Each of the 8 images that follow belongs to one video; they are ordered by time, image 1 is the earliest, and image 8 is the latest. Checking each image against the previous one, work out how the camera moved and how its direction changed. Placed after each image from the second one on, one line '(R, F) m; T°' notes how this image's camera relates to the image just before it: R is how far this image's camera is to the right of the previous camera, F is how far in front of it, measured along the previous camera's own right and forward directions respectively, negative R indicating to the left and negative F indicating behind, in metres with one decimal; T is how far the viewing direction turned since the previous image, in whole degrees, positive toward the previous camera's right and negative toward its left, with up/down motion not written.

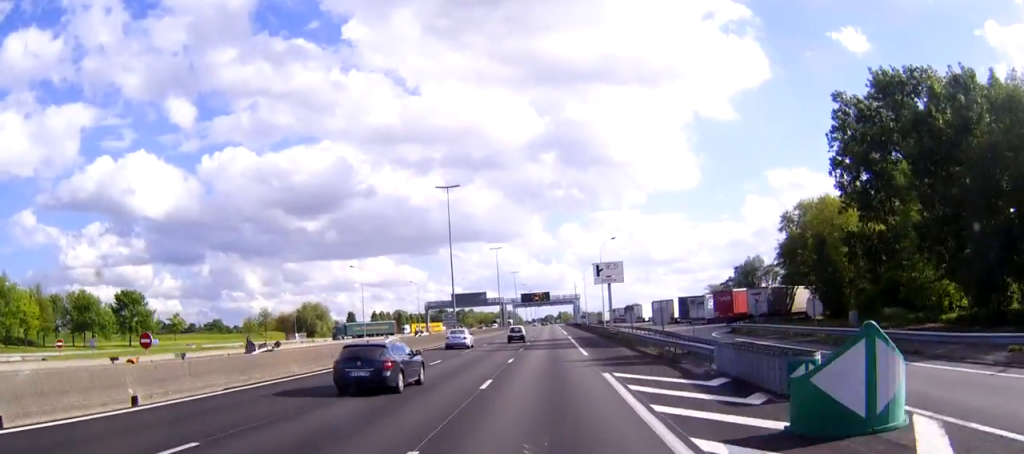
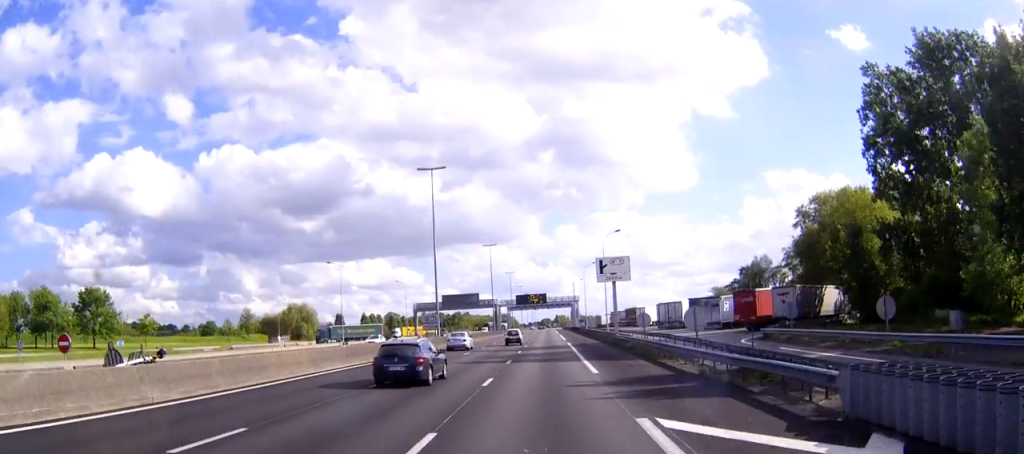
(0.0, +10.6) m; 0°
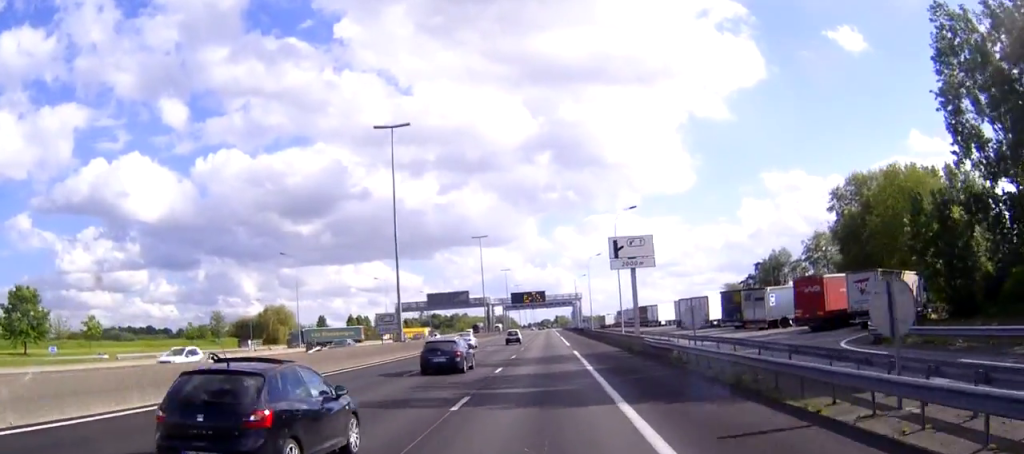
(0.0, +18.9) m; 0°
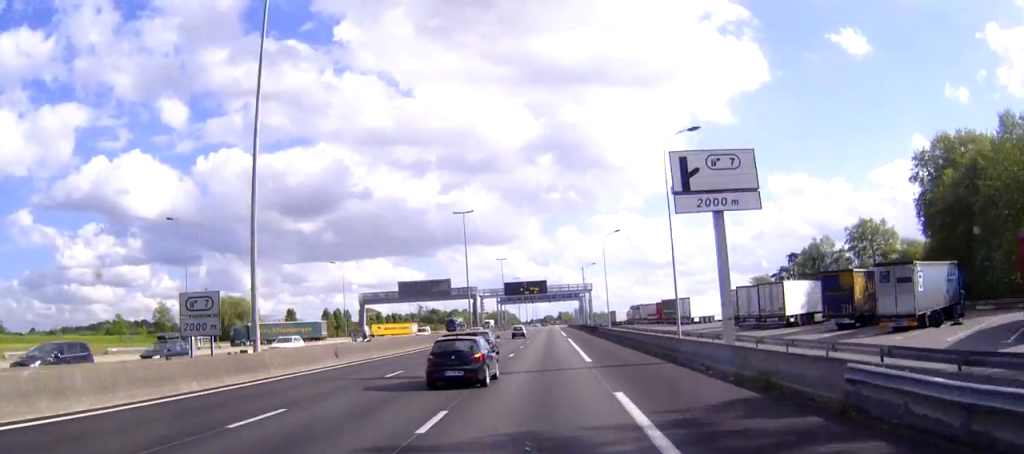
(-0.1, +29.6) m; 0°
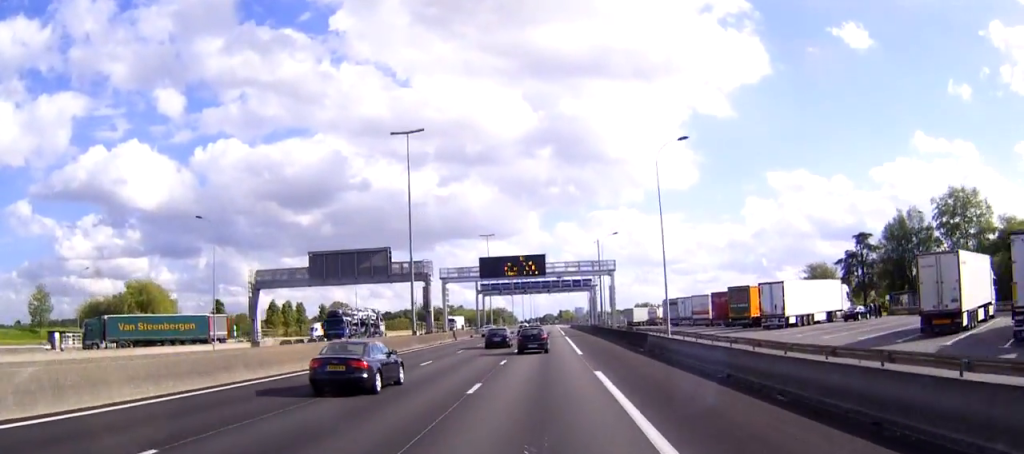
(-0.1, +43.9) m; 0°
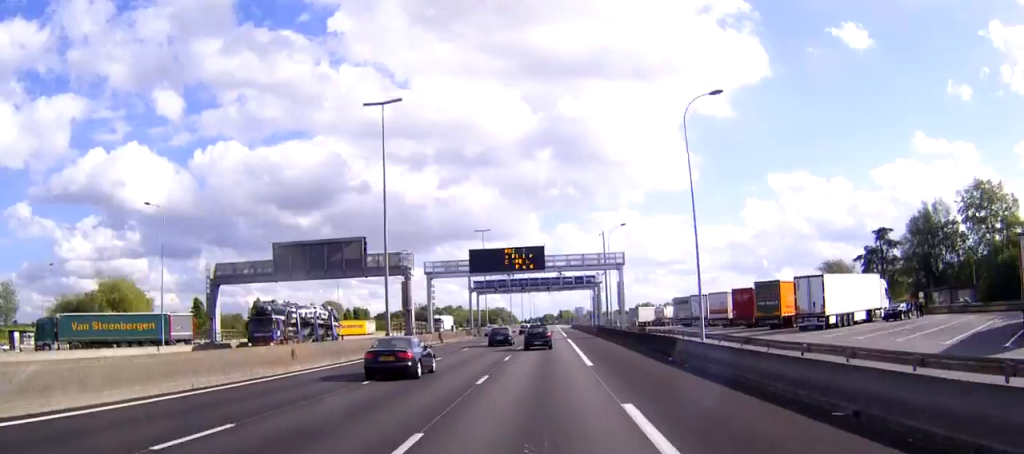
(0.0, +9.9) m; 0°
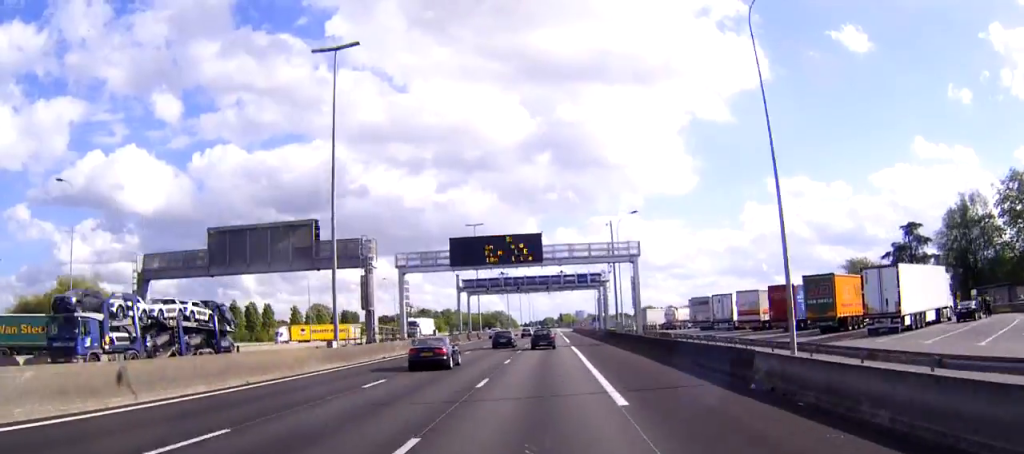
(0.0, +12.9) m; 0°
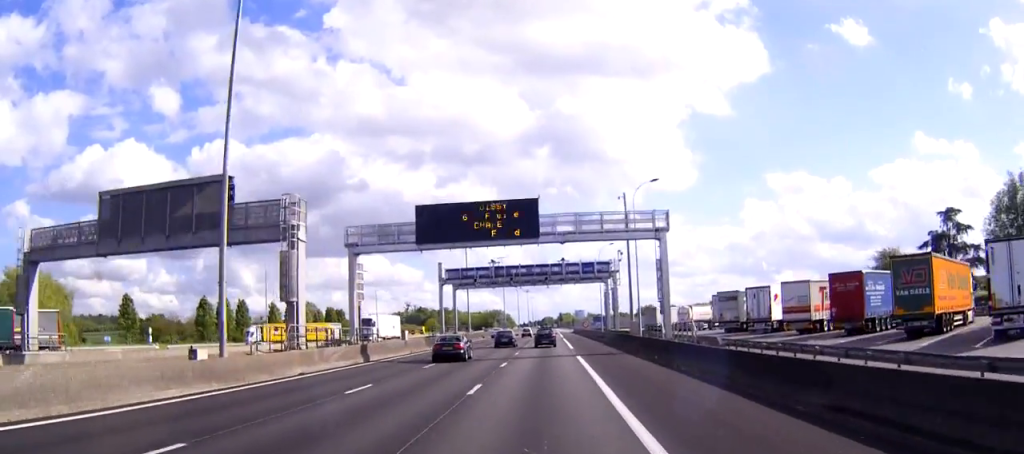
(0.0, +14.4) m; 0°
